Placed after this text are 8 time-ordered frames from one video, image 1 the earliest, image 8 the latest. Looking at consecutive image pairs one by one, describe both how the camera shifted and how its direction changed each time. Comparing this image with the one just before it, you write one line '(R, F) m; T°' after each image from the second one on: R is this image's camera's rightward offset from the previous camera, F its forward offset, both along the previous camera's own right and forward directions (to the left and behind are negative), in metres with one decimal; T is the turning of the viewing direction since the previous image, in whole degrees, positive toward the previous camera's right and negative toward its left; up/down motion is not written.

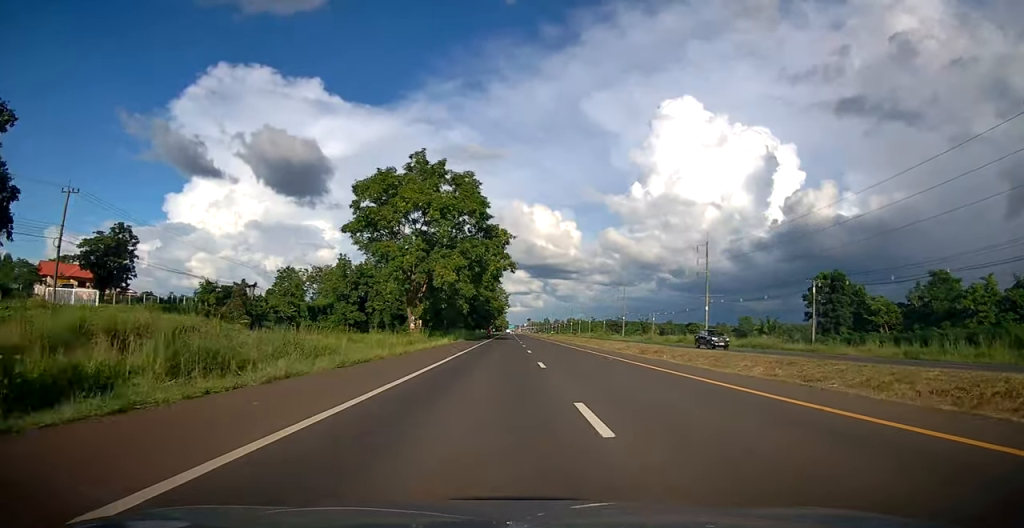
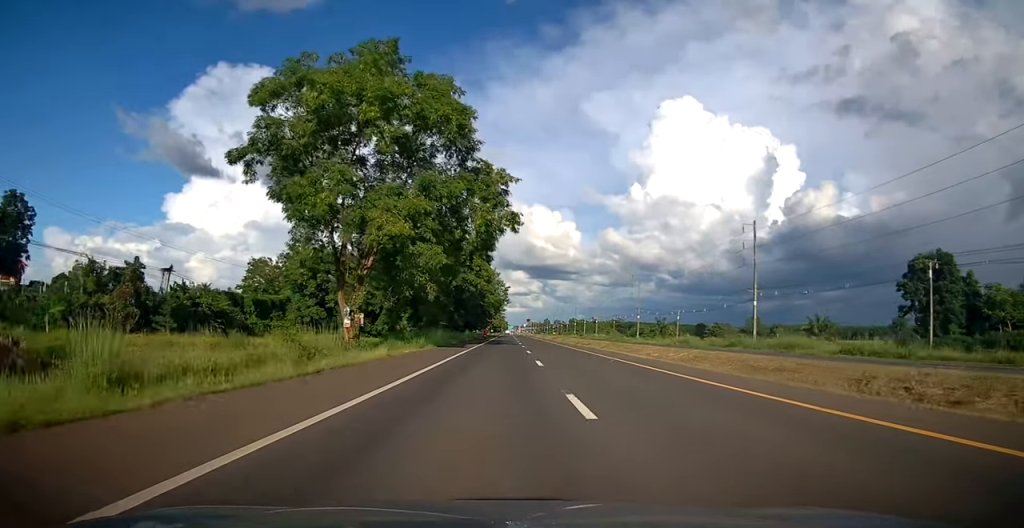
(0.0, +21.9) m; 0°
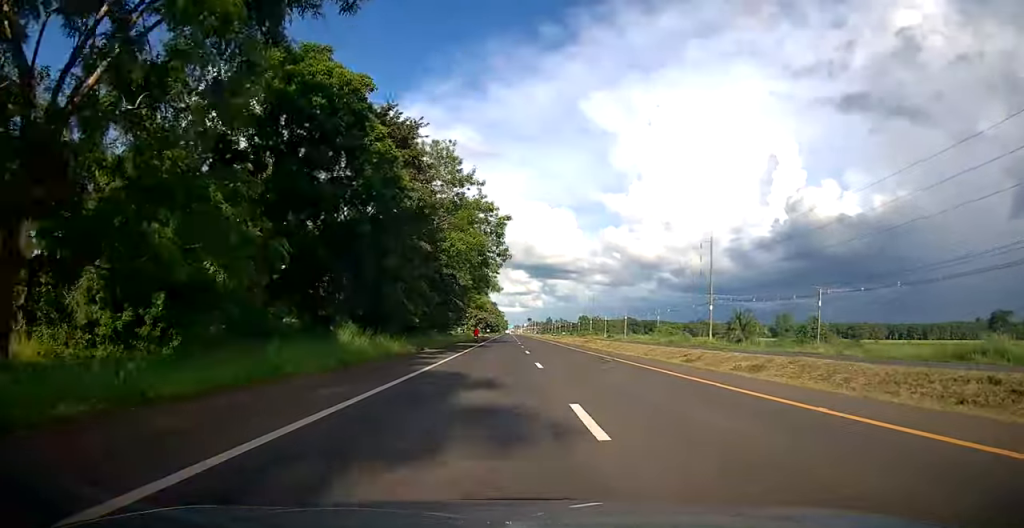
(-0.3, +57.5) m; 0°
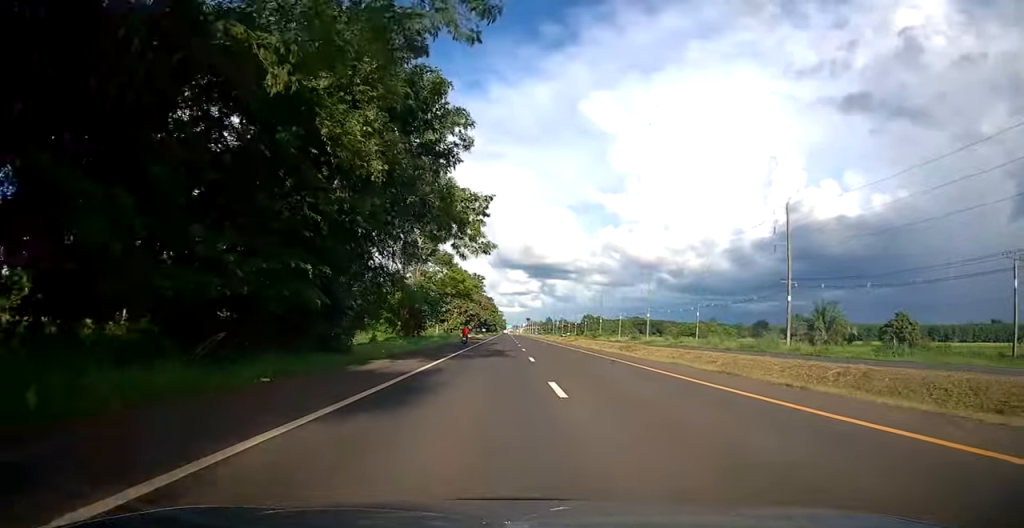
(+0.1, +32.7) m; 0°
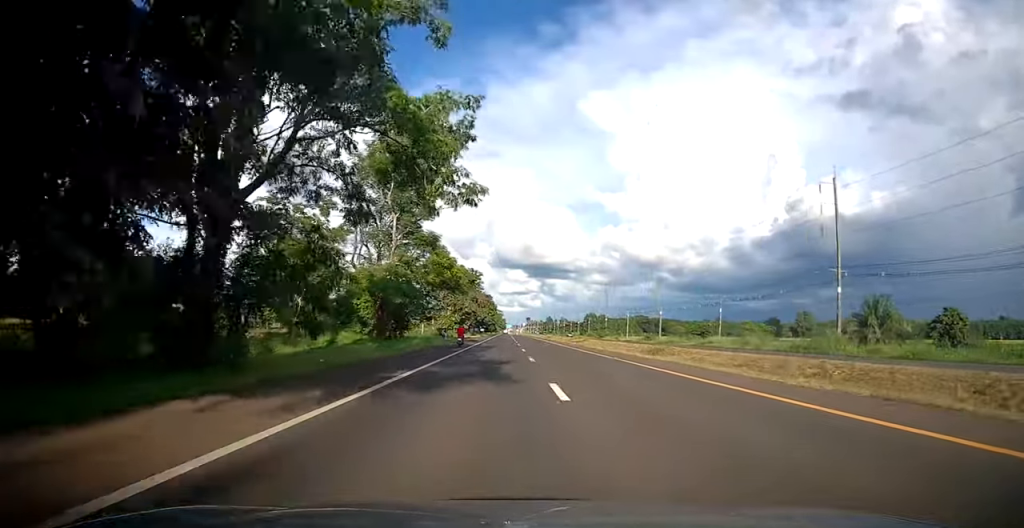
(+0.1, +13.9) m; 0°
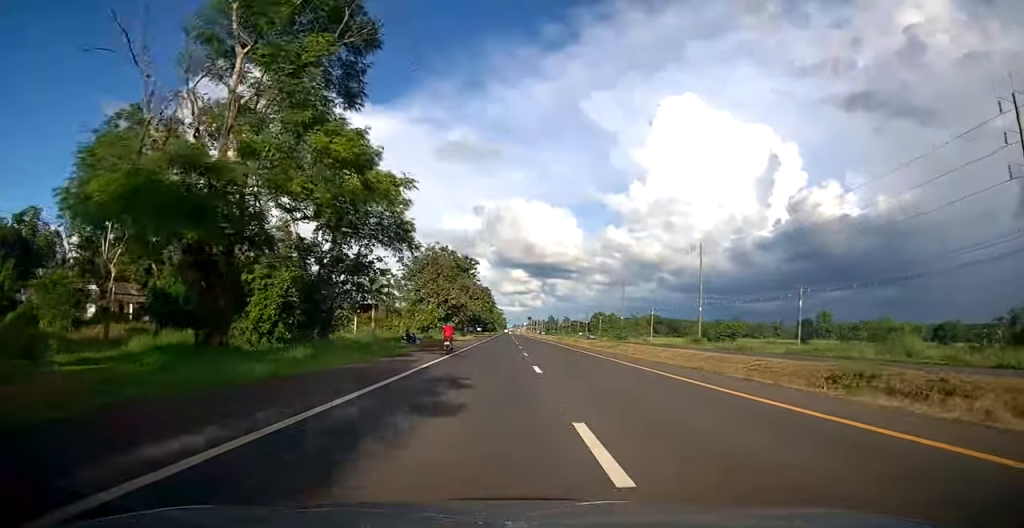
(+0.1, +32.8) m; 0°
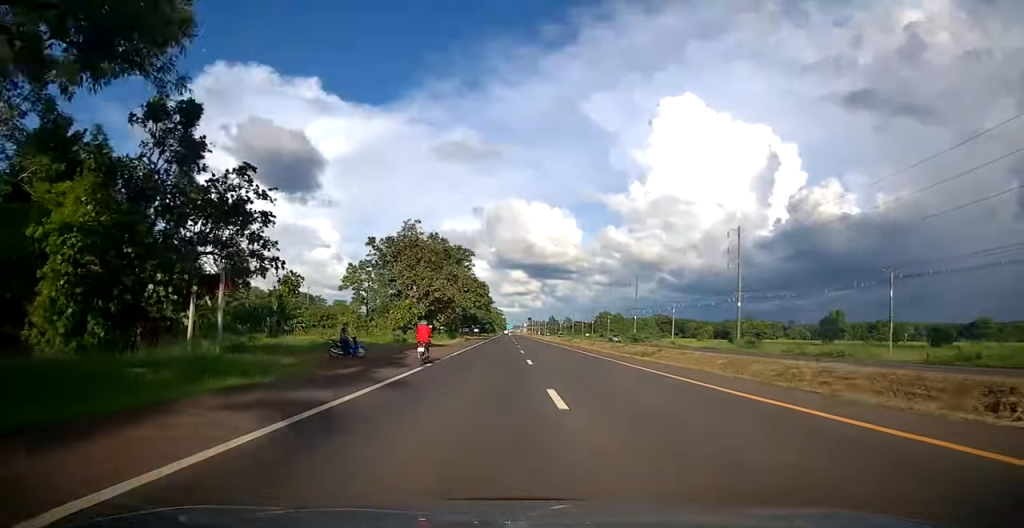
(0.0, +20.3) m; 0°
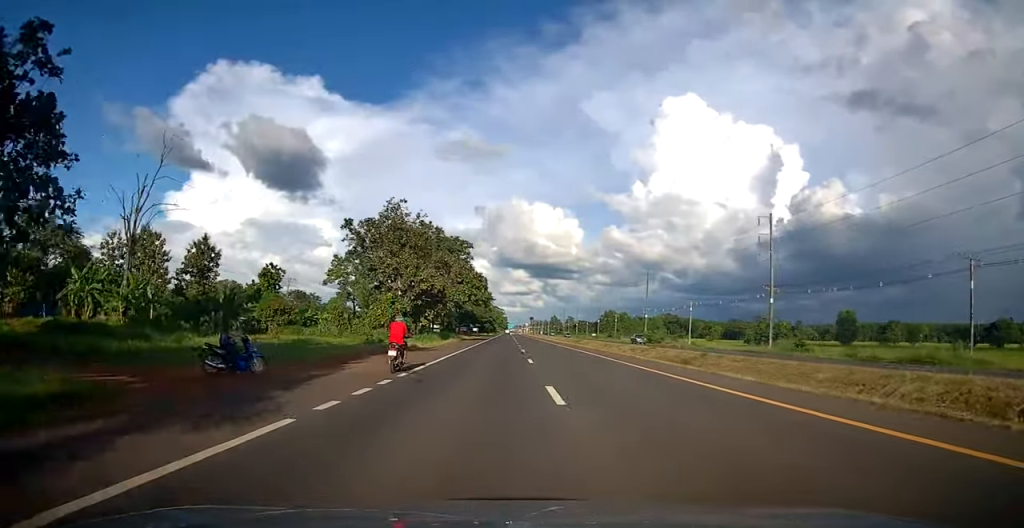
(0.0, +11.4) m; 0°
